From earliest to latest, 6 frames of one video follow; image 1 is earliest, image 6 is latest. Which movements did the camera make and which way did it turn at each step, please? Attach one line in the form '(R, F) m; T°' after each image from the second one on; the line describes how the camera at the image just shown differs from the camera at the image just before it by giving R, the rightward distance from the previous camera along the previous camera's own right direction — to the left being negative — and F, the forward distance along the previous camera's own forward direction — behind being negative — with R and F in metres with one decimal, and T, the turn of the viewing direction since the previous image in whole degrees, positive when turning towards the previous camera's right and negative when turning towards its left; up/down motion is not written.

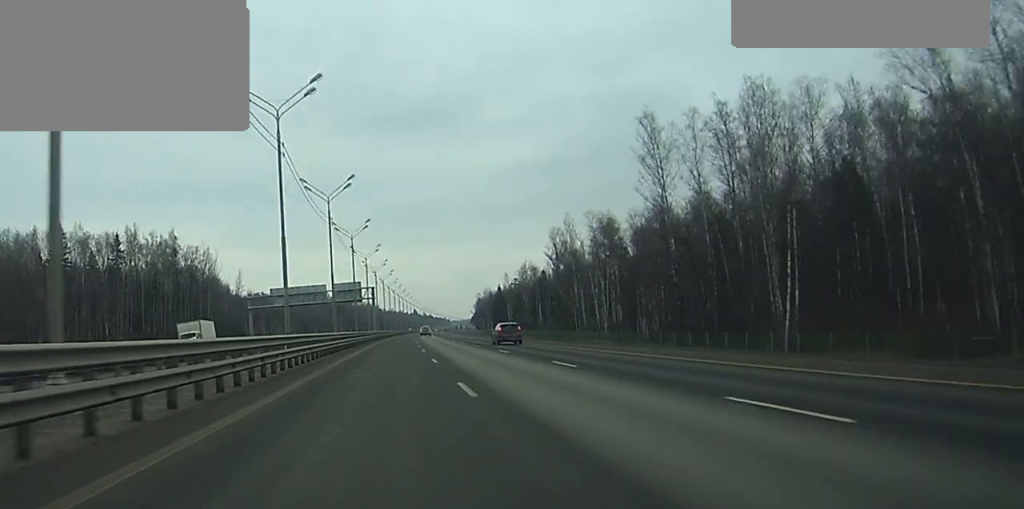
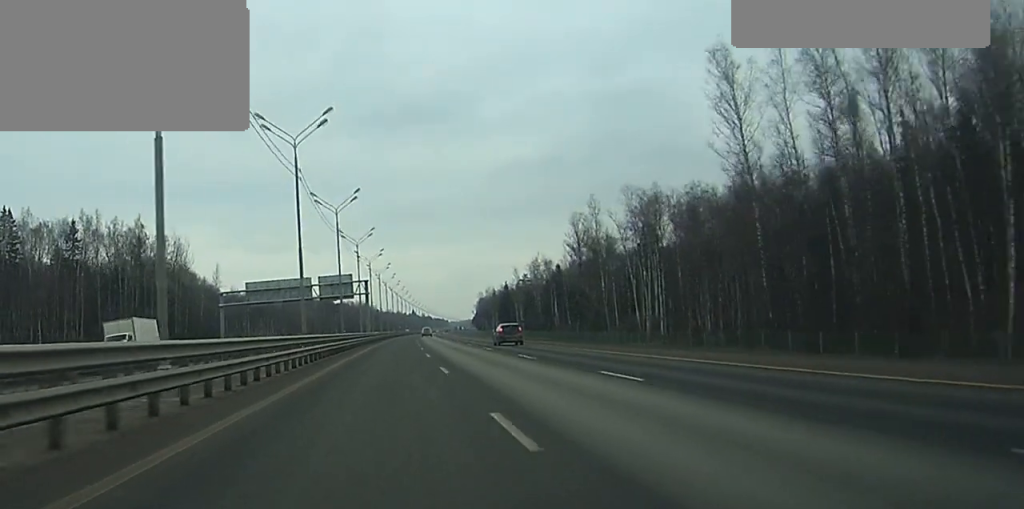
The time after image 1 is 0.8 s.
(+0.1, +23.2) m; 0°
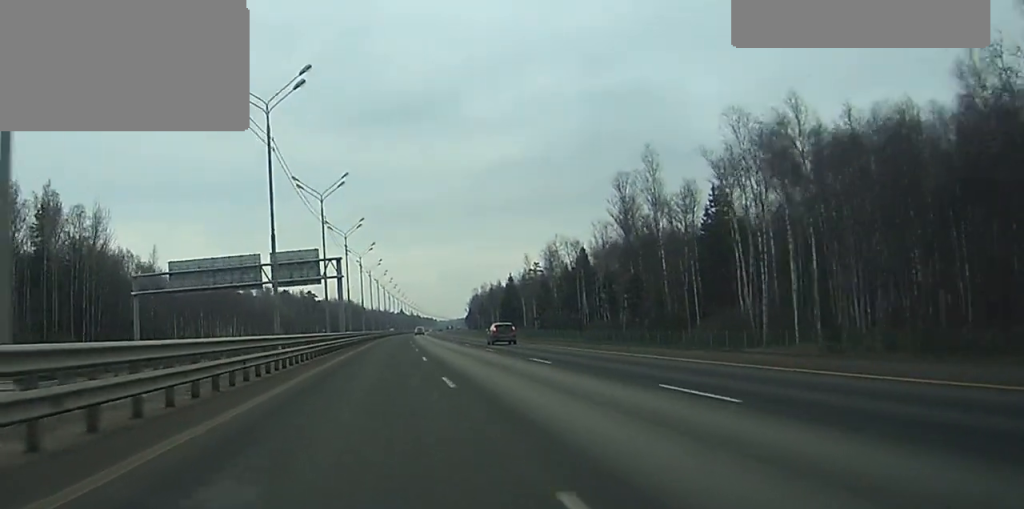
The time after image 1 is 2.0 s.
(+0.1, +38.3) m; +1°
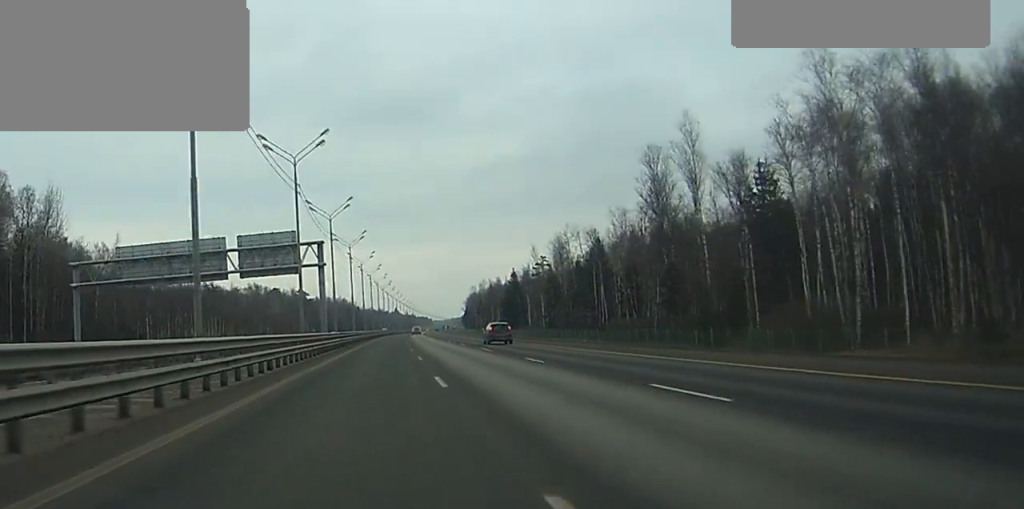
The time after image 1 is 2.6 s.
(+0.1, +16.1) m; +1°
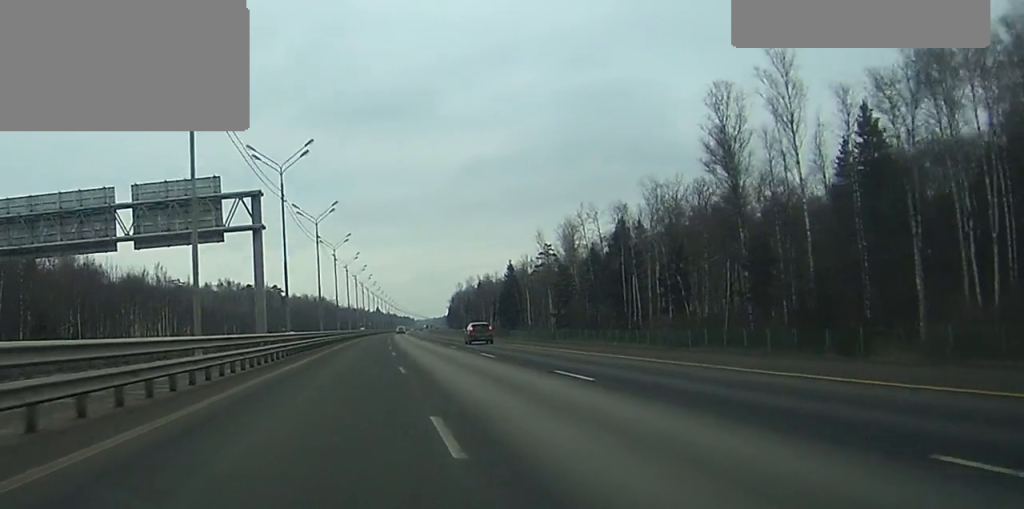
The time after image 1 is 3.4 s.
(+0.2, +26.2) m; +1°
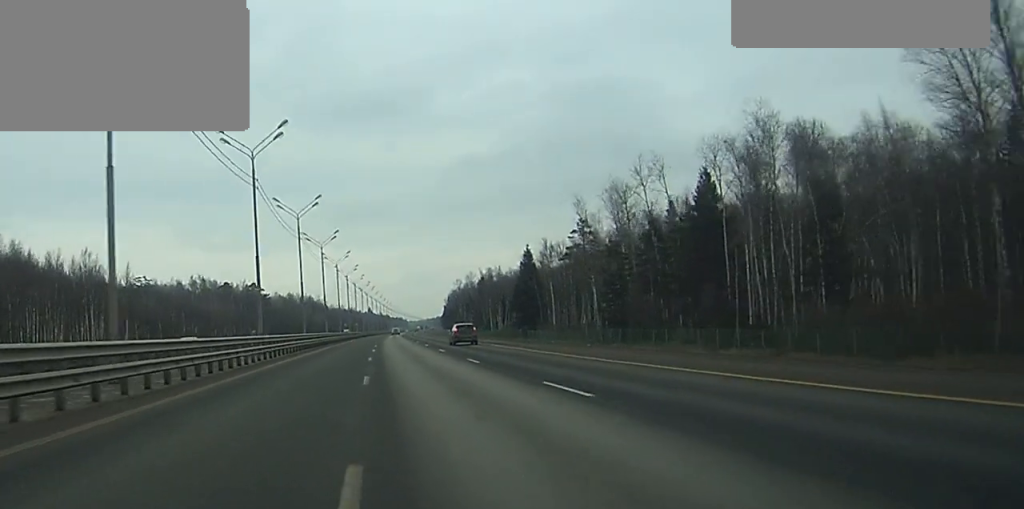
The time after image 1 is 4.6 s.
(+0.1, +36.3) m; 0°
